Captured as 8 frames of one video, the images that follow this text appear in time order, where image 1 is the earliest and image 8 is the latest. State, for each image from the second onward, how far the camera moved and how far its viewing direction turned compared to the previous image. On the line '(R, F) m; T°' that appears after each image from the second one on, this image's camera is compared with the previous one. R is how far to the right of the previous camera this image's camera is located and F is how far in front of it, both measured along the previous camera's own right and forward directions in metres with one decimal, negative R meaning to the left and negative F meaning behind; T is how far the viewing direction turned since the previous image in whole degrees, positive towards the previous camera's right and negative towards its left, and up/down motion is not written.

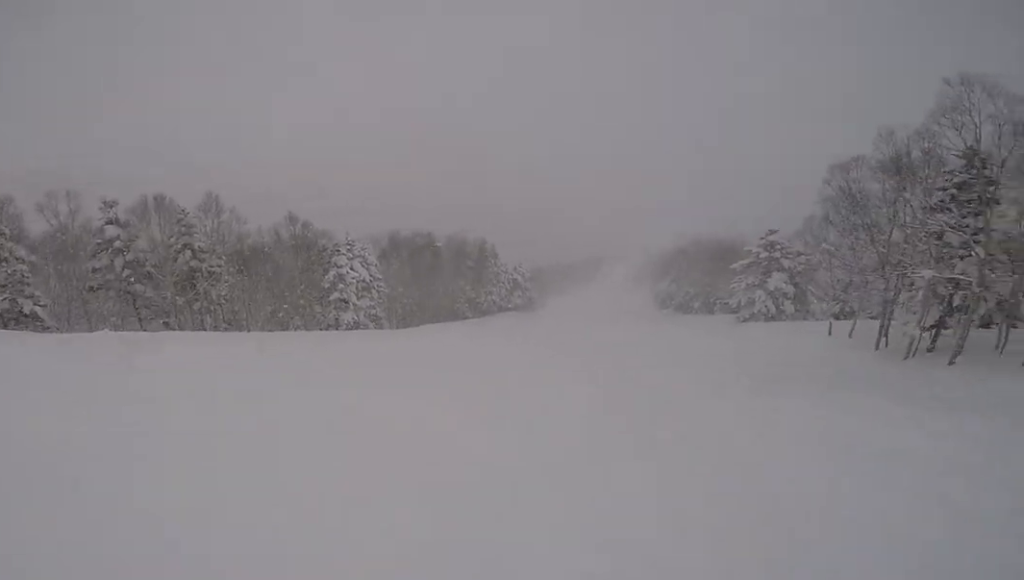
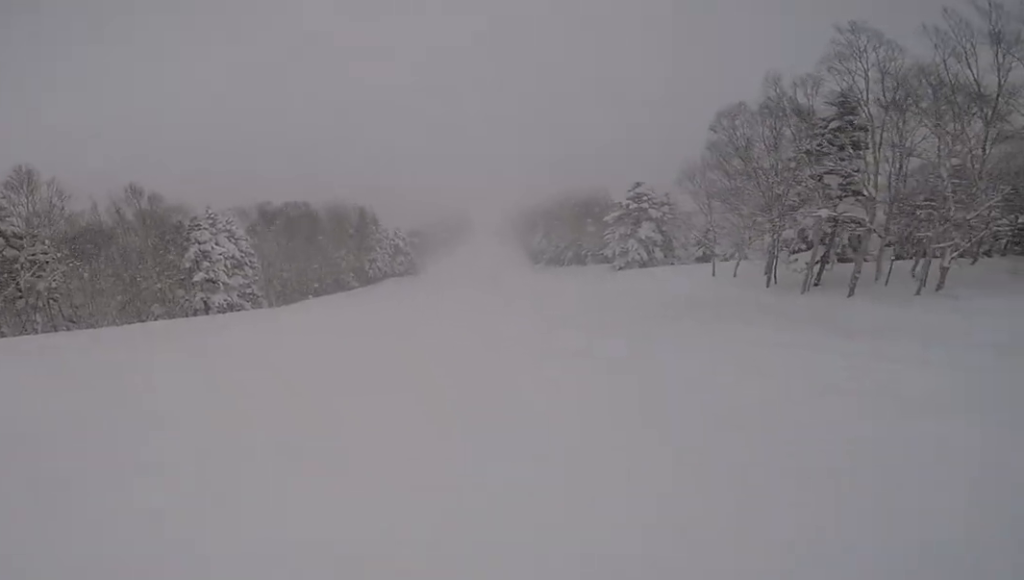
(+0.1, +2.8) m; +4°
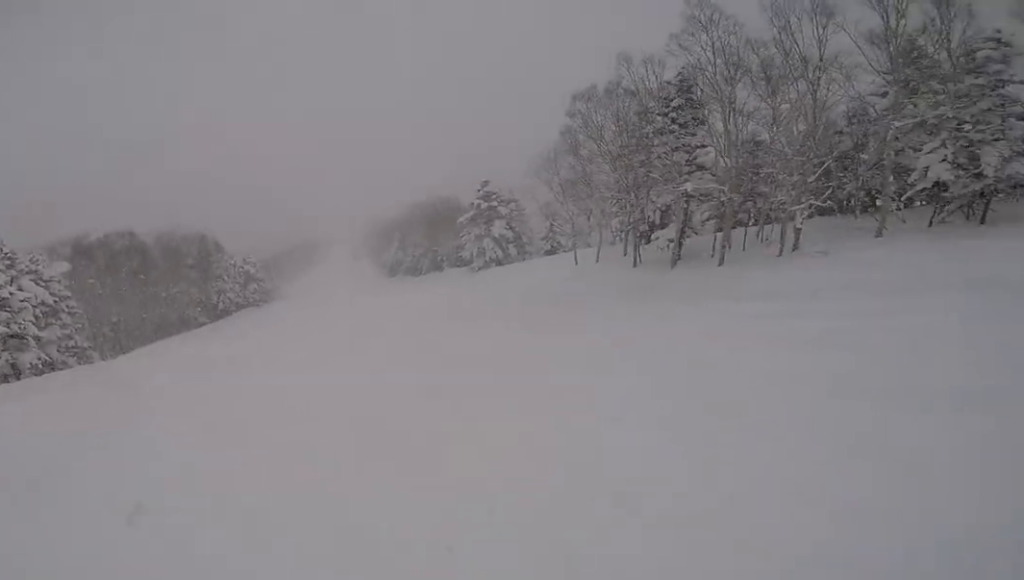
(+0.2, +2.5) m; +5°
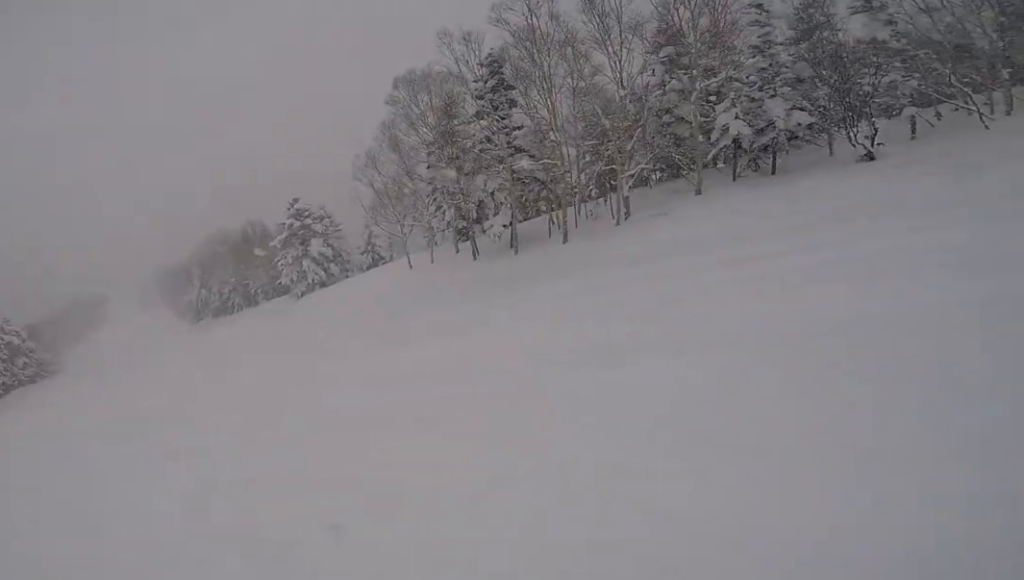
(+0.2, +3.4) m; +10°
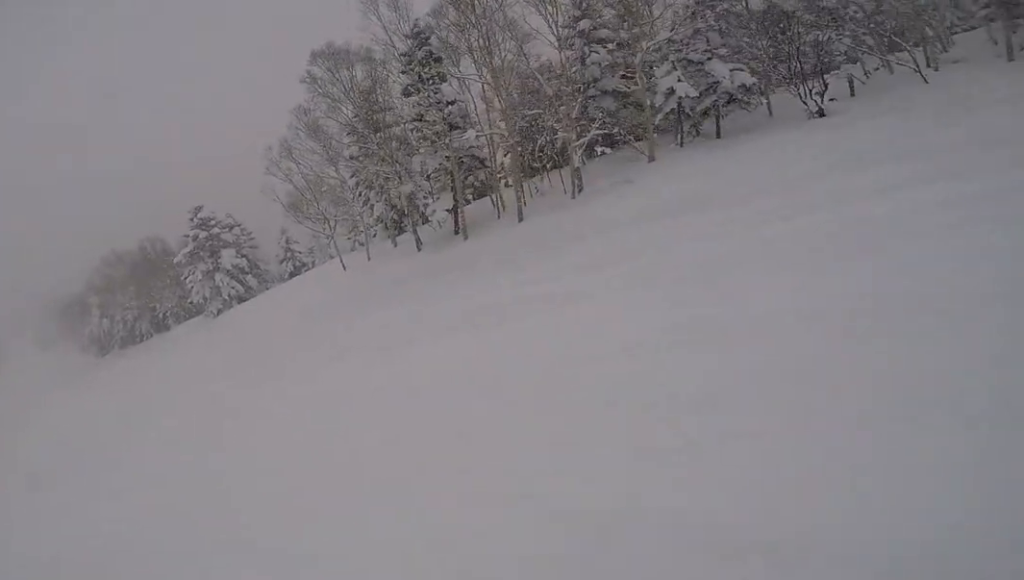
(-0.3, +3.1) m; +10°
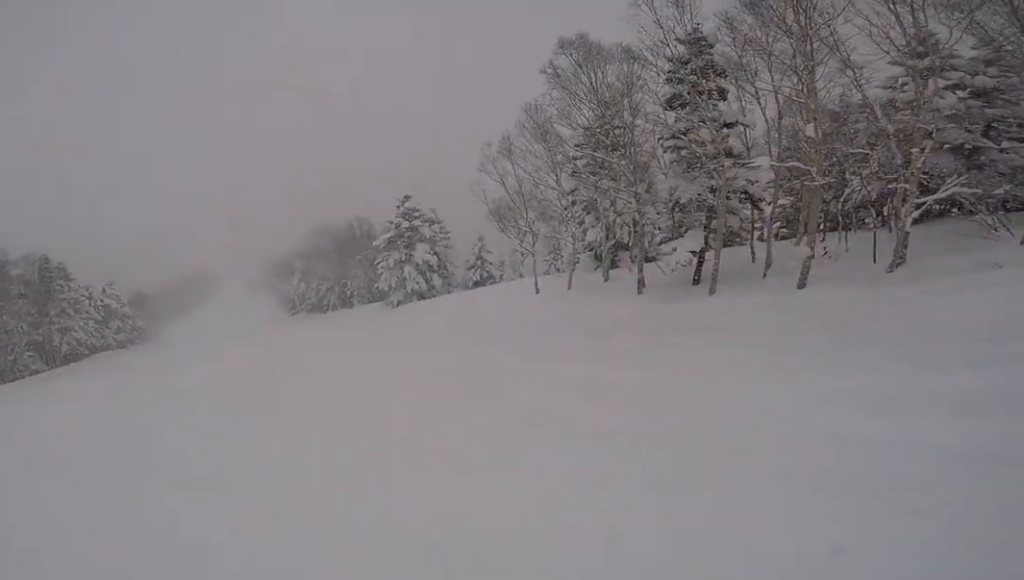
(+0.9, +3.5) m; +10°
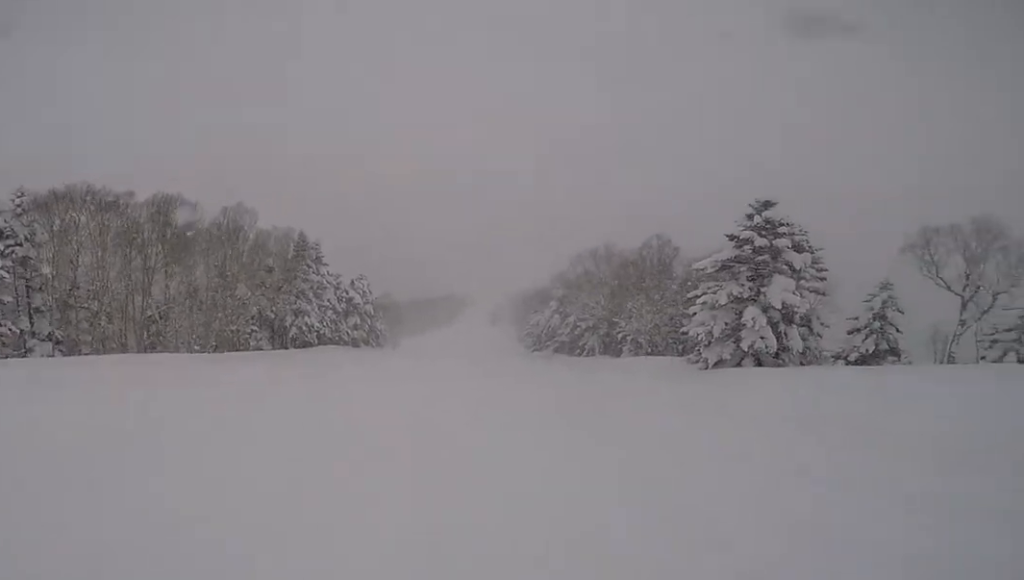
(-1.2, +12.4) m; -23°
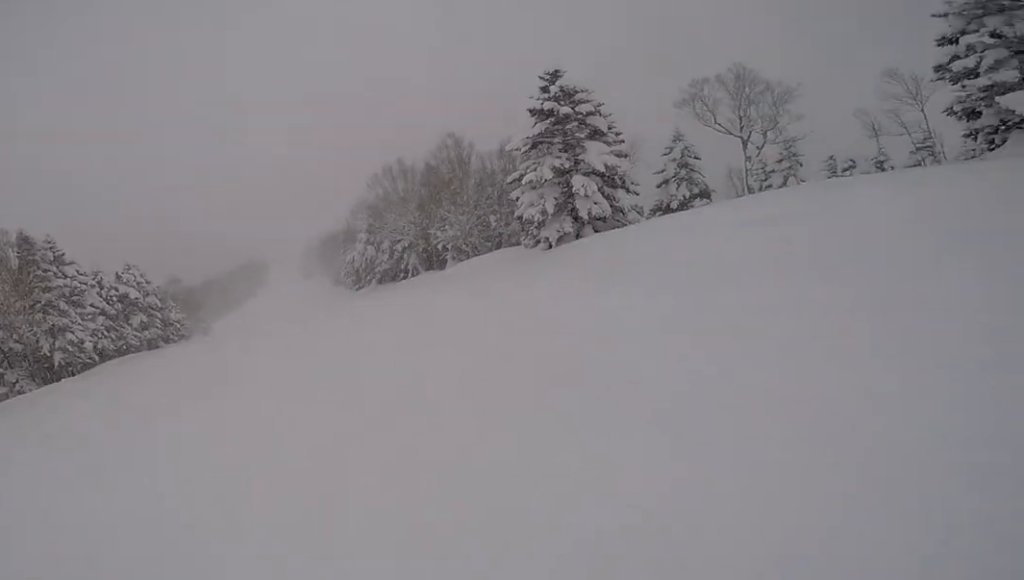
(-0.2, +4.9) m; +7°
